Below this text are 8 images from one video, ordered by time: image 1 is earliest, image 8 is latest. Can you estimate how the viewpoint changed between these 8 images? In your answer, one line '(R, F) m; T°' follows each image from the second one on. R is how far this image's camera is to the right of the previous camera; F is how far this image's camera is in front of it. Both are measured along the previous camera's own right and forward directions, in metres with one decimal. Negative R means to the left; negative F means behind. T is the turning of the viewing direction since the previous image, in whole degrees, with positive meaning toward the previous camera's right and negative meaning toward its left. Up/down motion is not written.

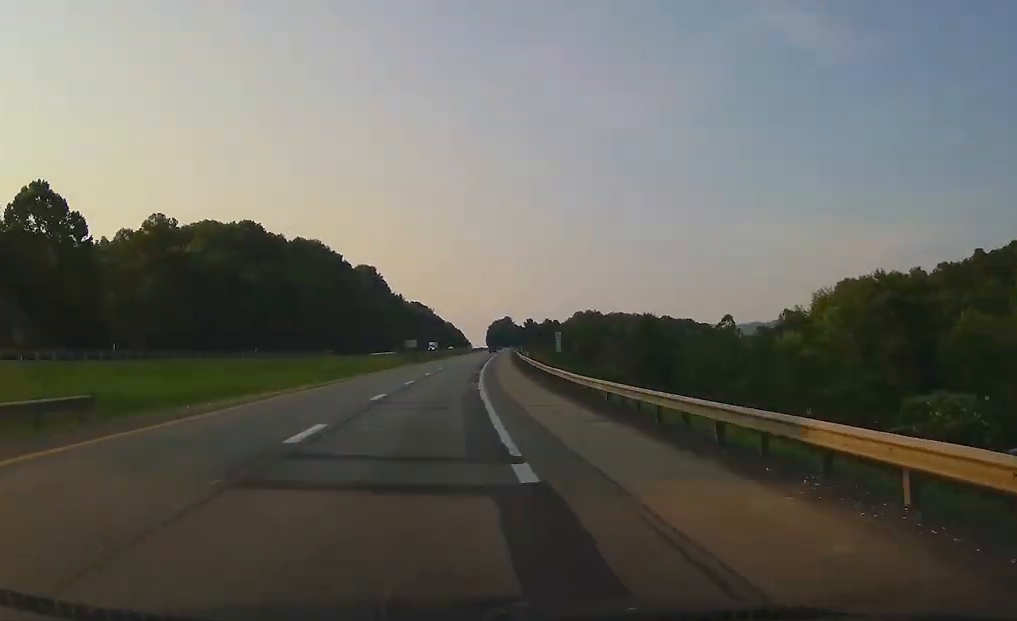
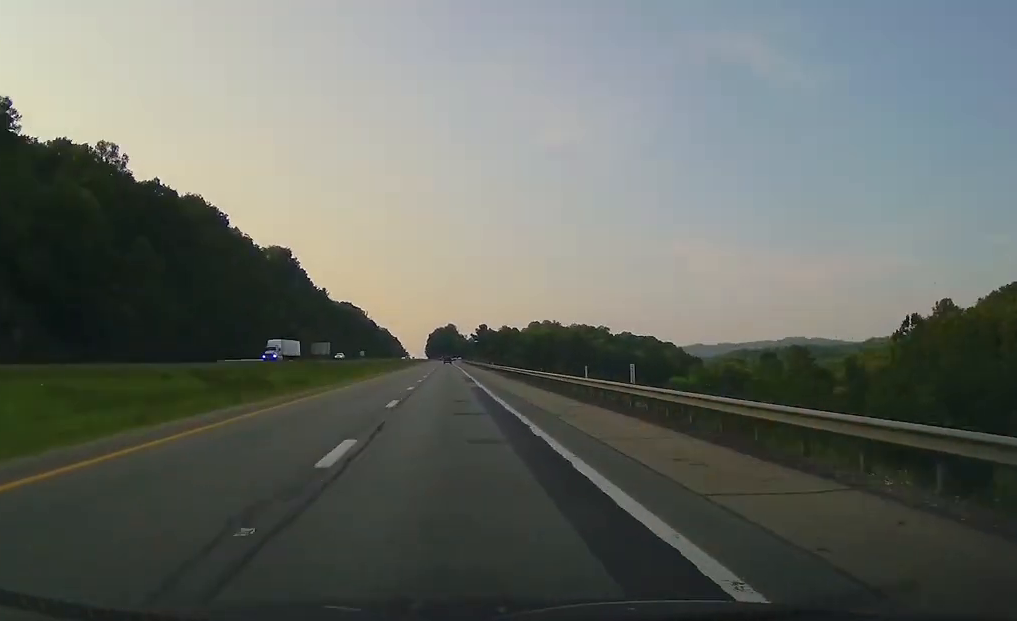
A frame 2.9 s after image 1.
(+4.3, +99.4) m; +3°
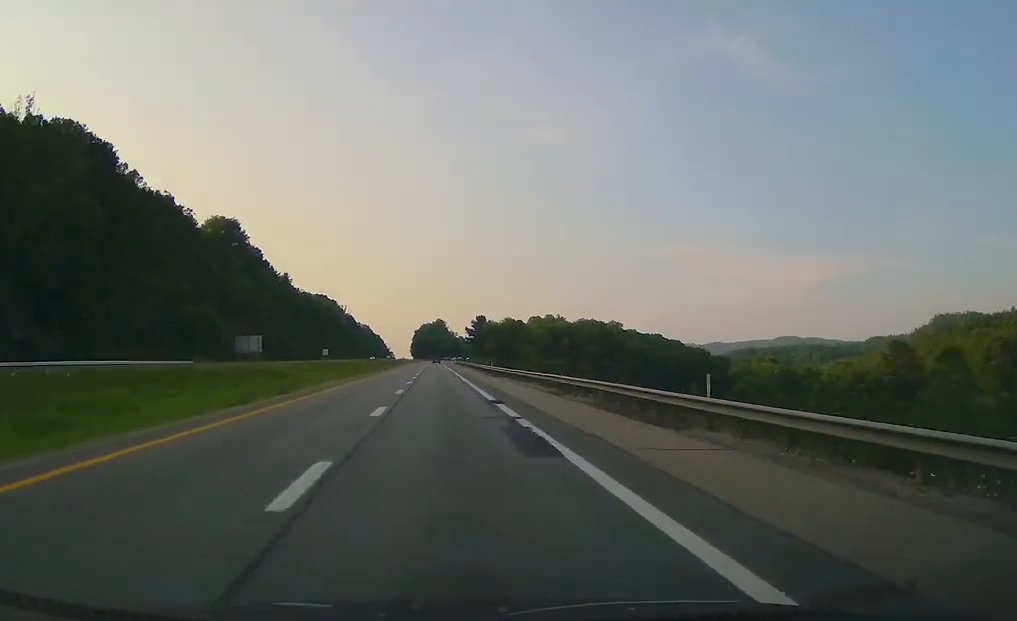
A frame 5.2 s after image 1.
(+1.3, +76.6) m; +1°
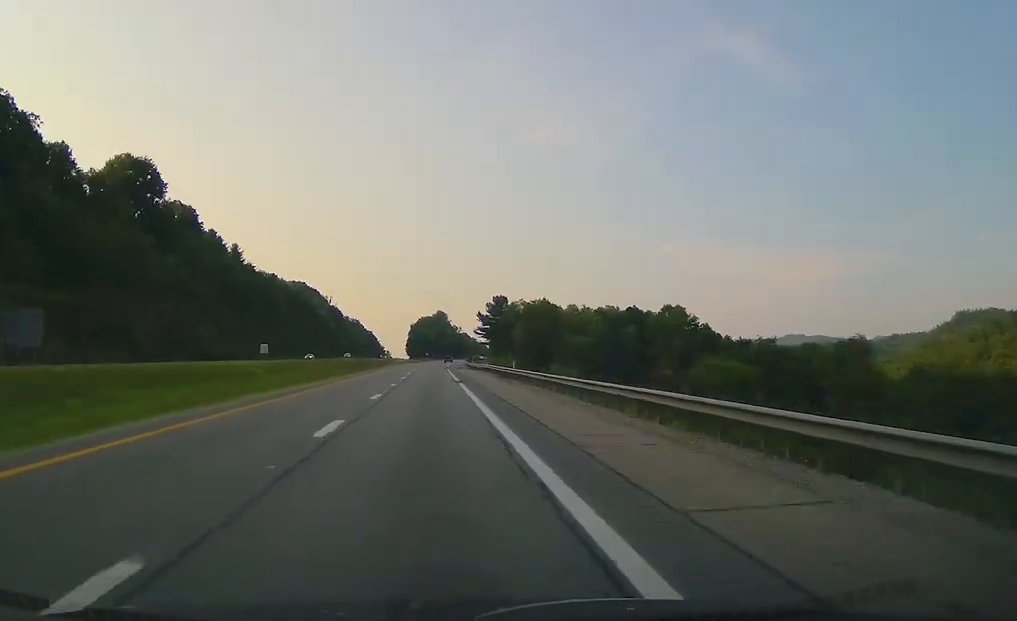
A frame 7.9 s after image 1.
(+0.1, +90.3) m; +1°
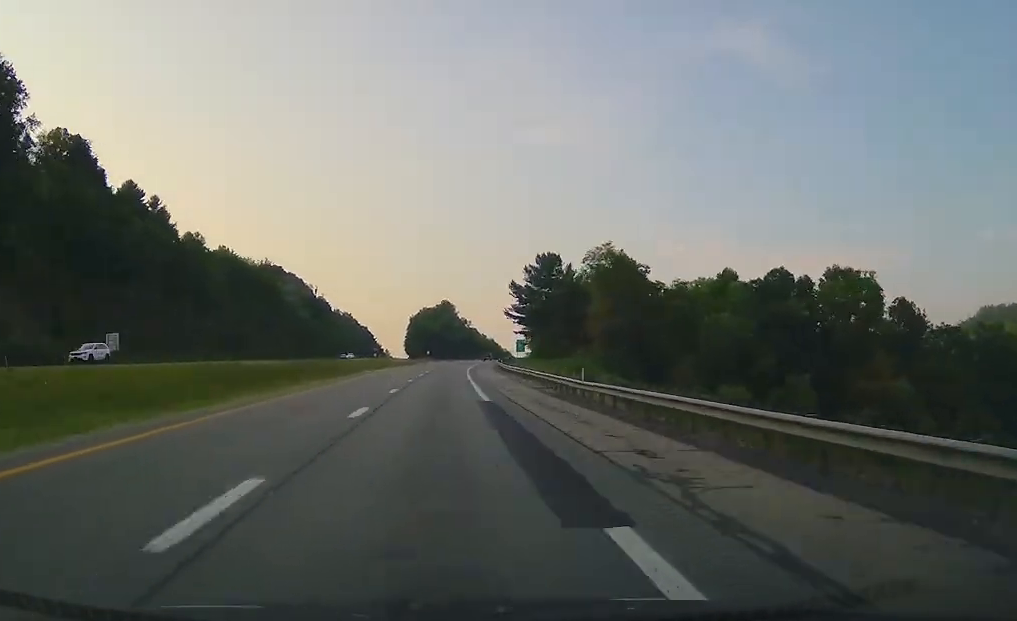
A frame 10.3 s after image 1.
(+0.1, +81.5) m; +2°
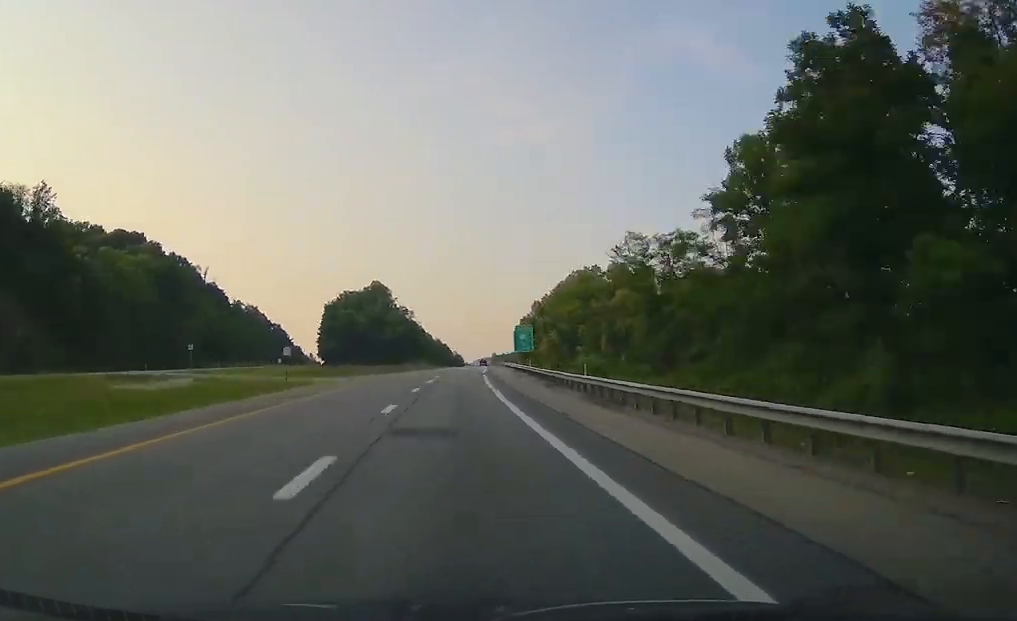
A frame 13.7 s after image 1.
(+2.4, +117.9) m; +4°
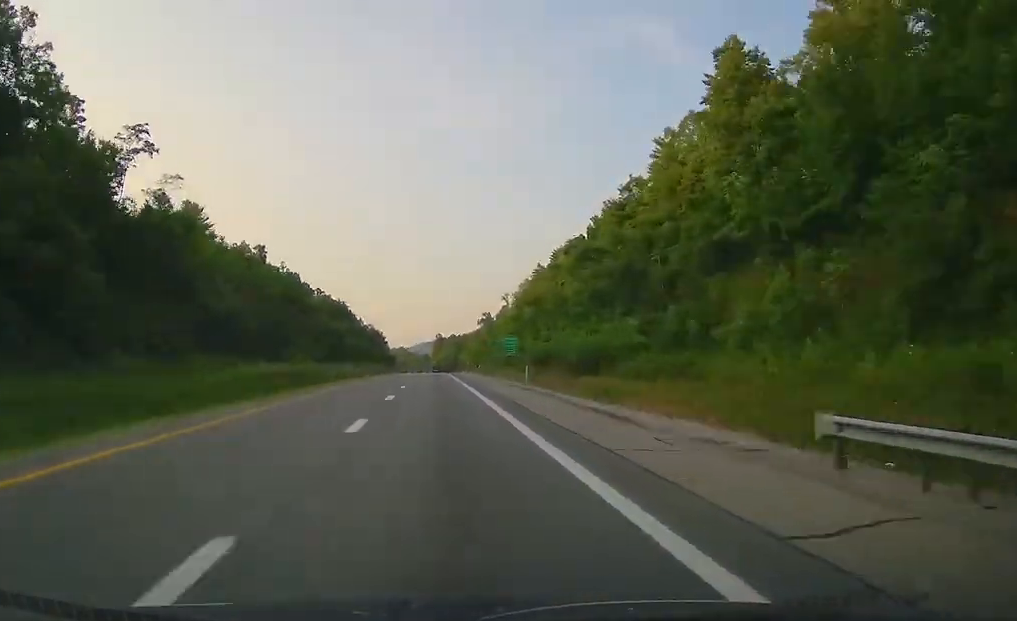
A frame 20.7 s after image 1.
(+11.6, +235.1) m; +3°
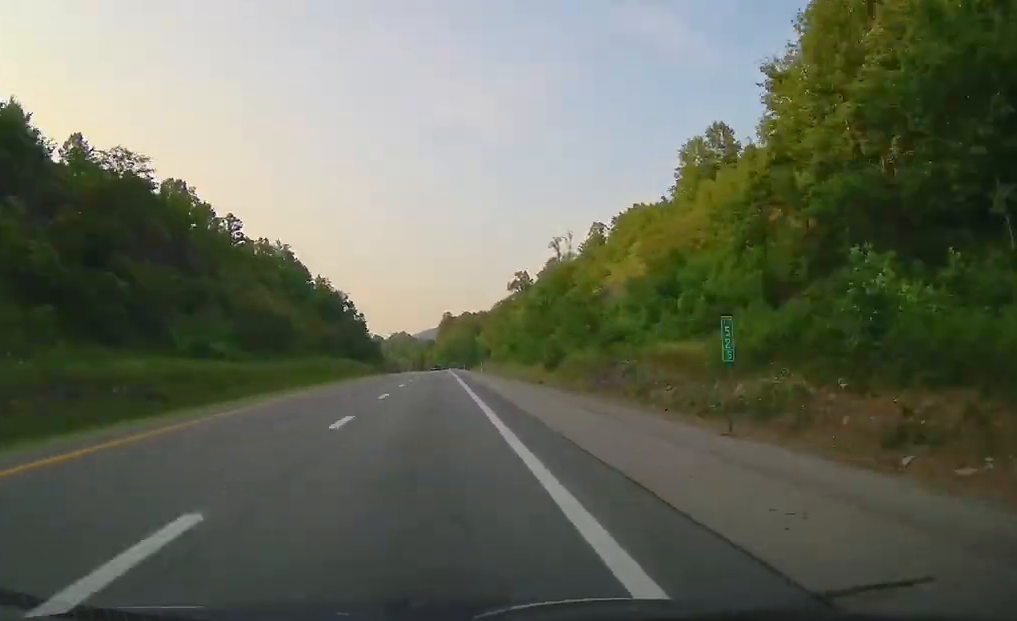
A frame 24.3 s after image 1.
(-0.4, +122.4) m; -1°
